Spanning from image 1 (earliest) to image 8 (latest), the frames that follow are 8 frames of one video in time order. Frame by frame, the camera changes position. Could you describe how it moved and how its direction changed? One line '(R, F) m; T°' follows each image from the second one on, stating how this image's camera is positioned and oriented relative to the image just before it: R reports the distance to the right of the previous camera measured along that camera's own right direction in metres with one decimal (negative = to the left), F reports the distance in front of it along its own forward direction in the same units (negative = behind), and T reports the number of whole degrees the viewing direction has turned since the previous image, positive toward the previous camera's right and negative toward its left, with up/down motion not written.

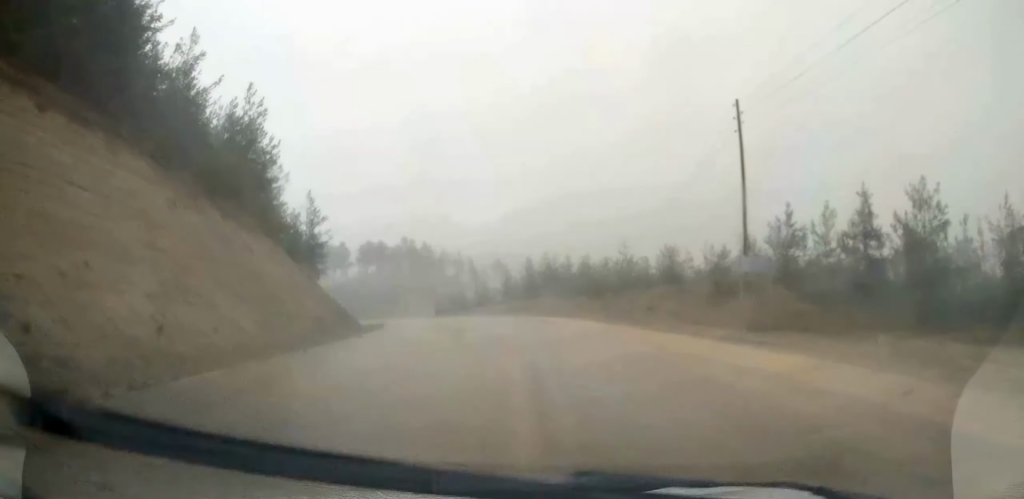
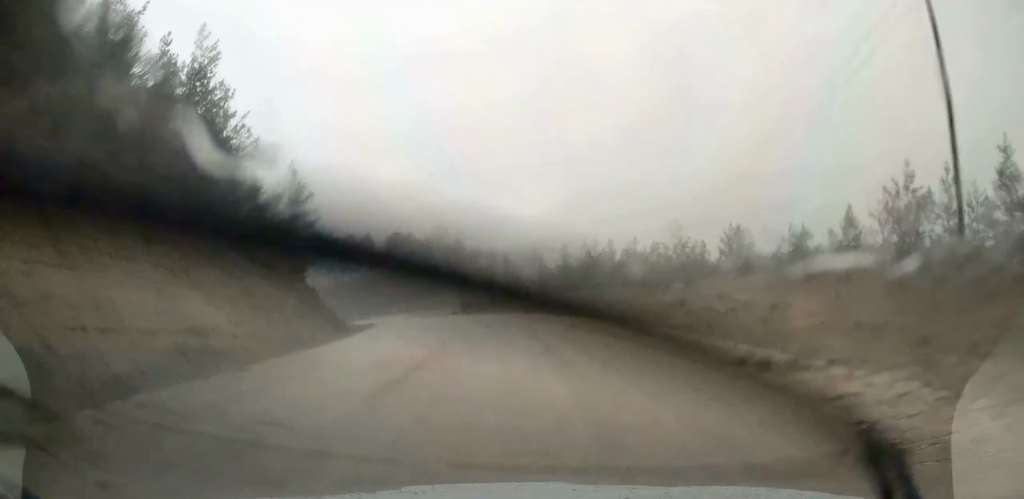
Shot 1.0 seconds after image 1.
(-0.6, +13.8) m; -5°
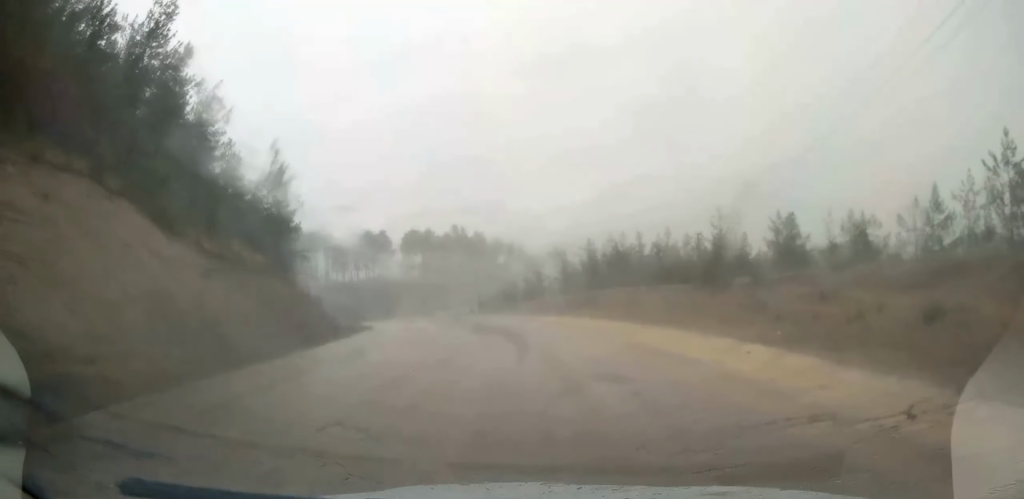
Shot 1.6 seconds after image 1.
(-0.3, +7.9) m; -2°
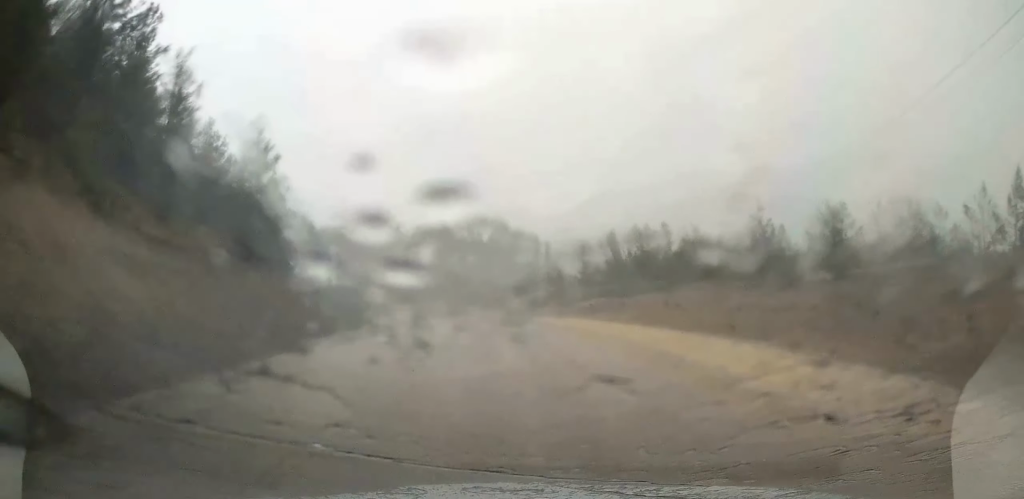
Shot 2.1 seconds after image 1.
(-0.1, +6.1) m; -2°
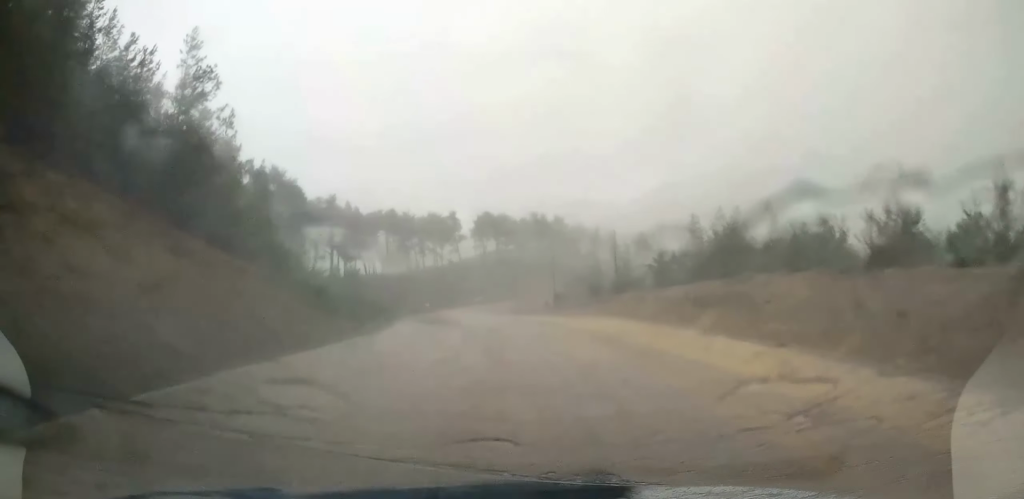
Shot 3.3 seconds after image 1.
(-0.5, +15.2) m; -4°
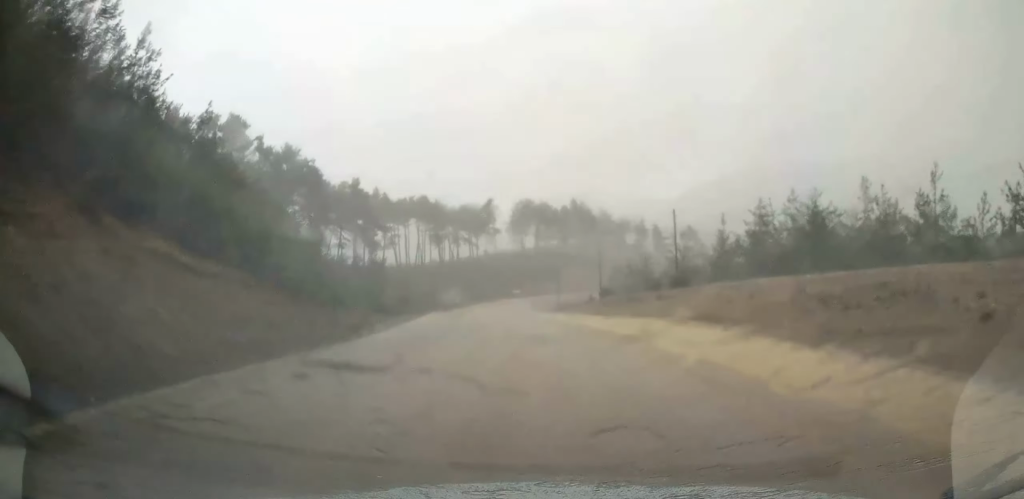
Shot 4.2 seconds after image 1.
(-0.4, +11.8) m; -3°
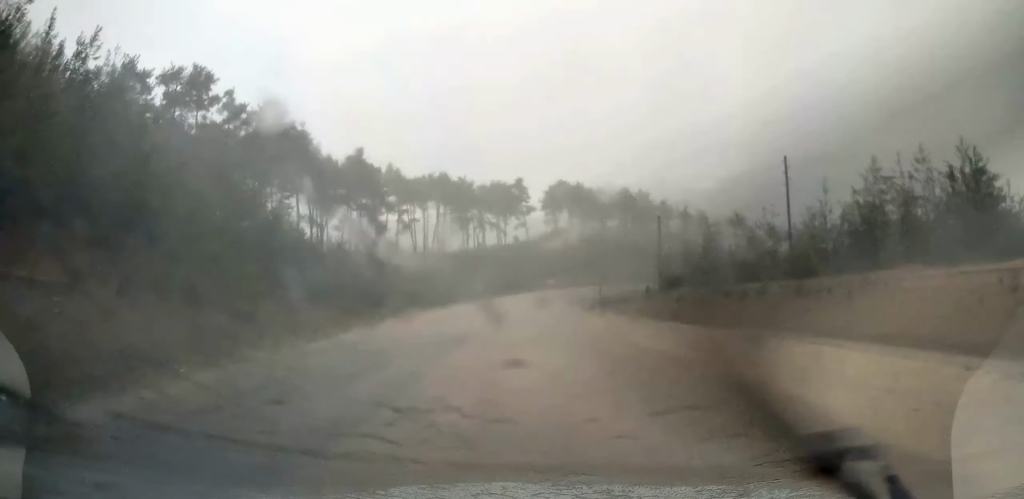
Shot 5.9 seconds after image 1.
(-0.7, +20.2) m; -4°
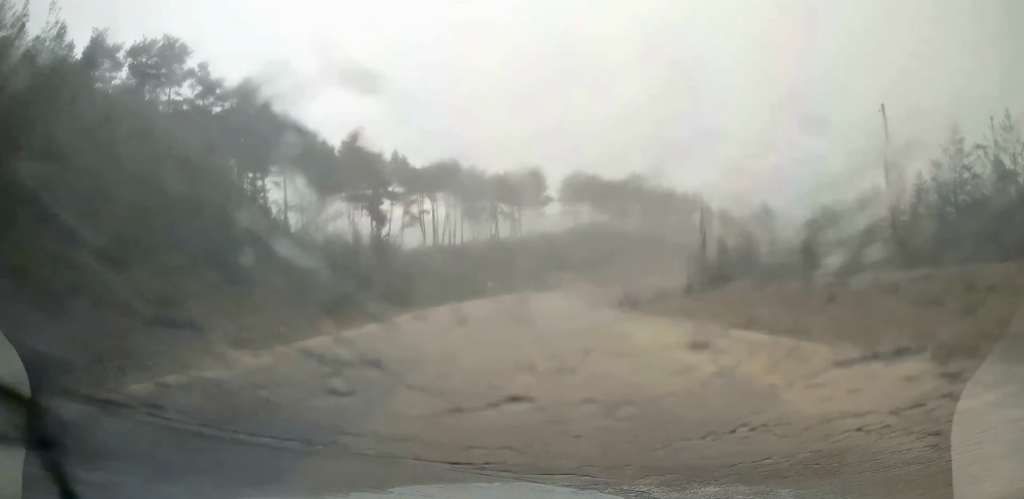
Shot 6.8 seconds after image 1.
(-0.1, +10.0) m; -2°
